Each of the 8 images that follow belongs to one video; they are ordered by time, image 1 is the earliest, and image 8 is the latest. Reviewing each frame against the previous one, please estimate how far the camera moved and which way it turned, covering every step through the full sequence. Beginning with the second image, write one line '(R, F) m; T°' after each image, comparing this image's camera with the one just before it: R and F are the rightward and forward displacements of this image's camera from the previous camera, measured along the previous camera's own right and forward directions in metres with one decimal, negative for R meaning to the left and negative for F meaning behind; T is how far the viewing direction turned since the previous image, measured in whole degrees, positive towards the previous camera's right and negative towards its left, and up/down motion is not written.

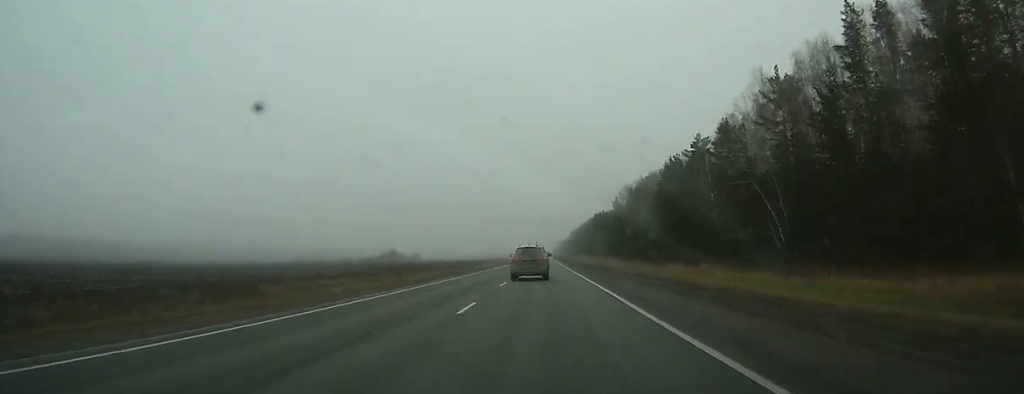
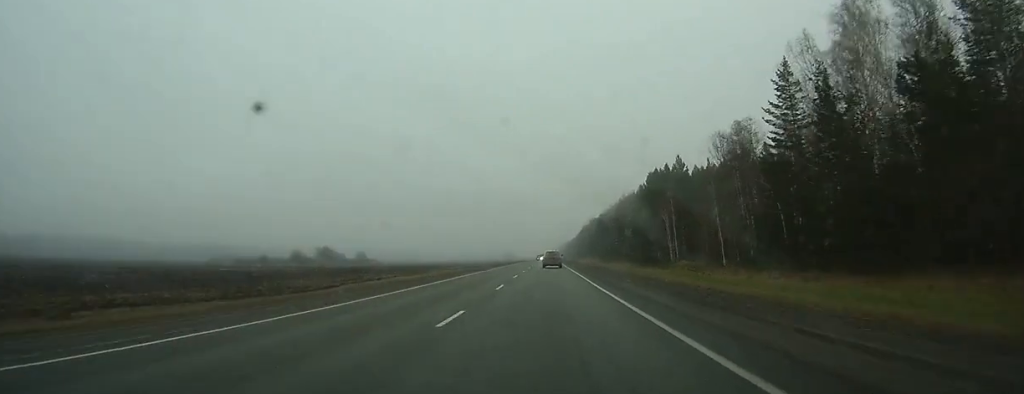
(+0.3, +144.7) m; 0°
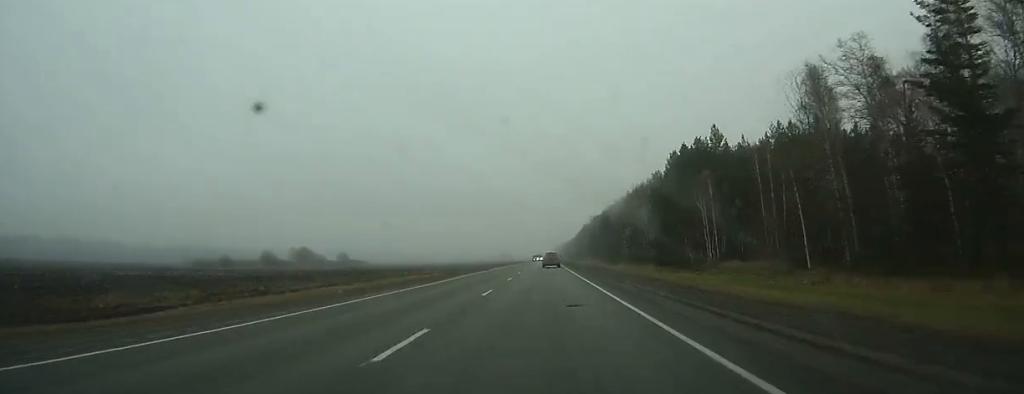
(0.0, +27.3) m; 0°
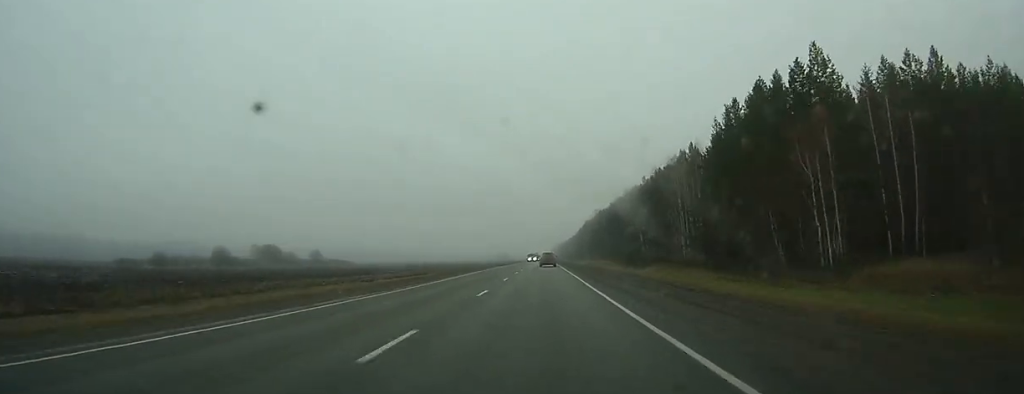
(0.0, +35.7) m; 0°
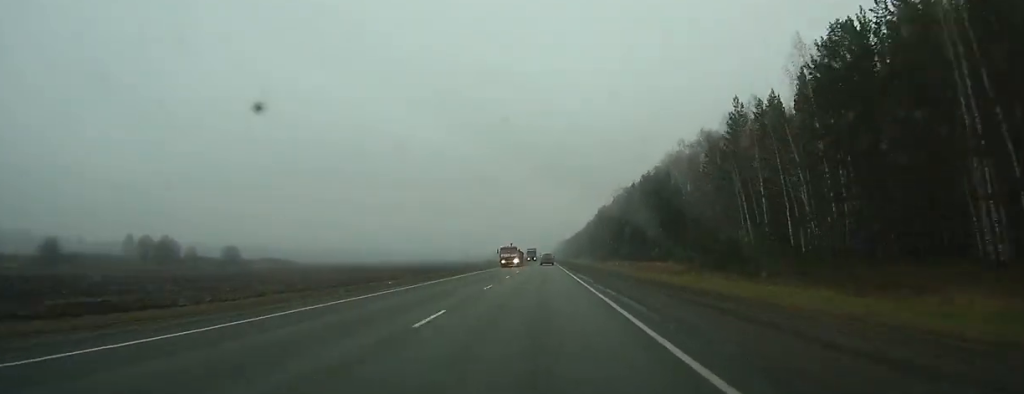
(+0.2, +79.9) m; 0°
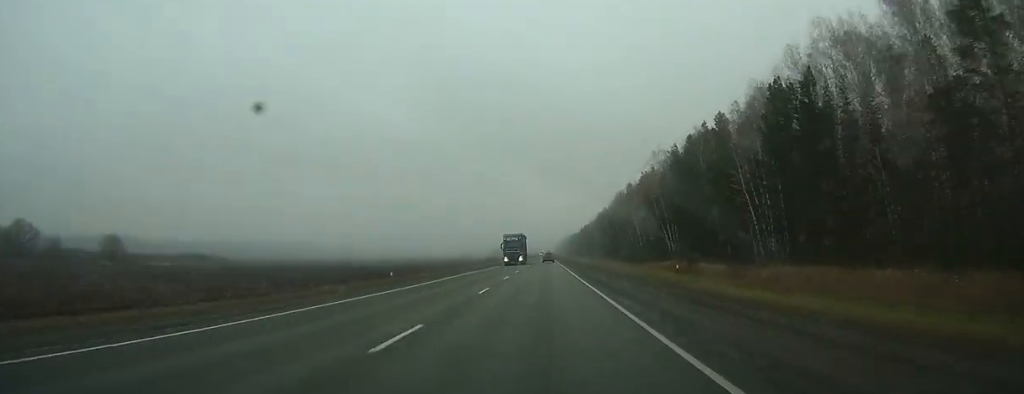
(0.0, +62.9) m; 0°
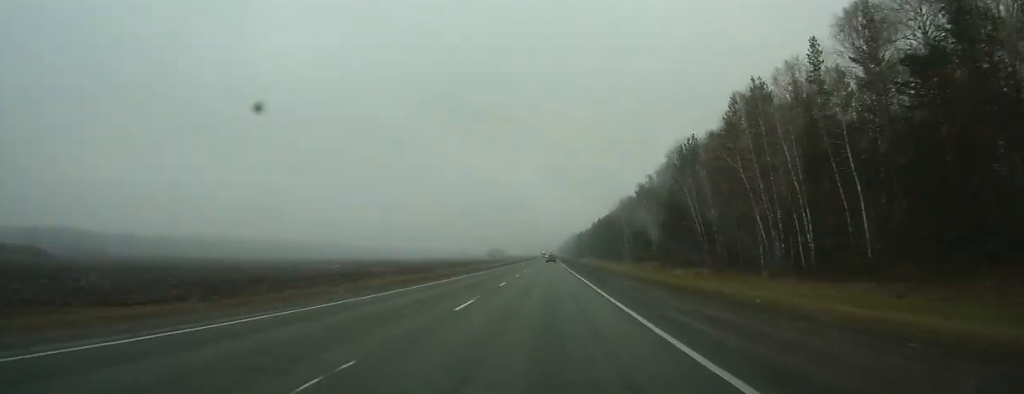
(-0.3, +89.7) m; 0°
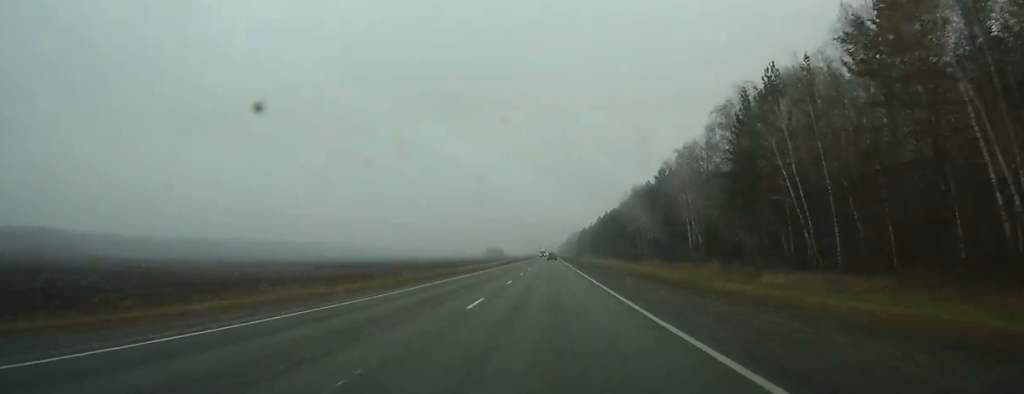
(0.0, +35.4) m; 0°
